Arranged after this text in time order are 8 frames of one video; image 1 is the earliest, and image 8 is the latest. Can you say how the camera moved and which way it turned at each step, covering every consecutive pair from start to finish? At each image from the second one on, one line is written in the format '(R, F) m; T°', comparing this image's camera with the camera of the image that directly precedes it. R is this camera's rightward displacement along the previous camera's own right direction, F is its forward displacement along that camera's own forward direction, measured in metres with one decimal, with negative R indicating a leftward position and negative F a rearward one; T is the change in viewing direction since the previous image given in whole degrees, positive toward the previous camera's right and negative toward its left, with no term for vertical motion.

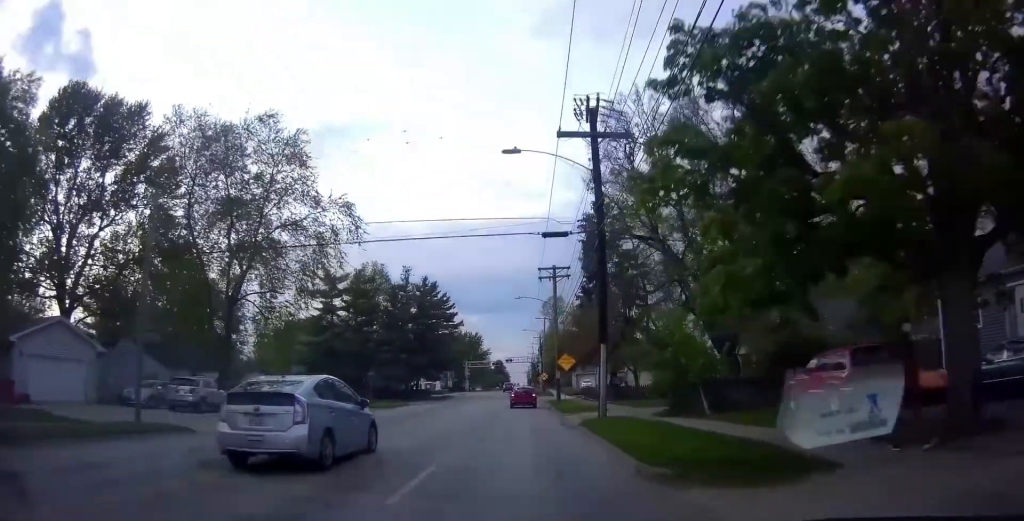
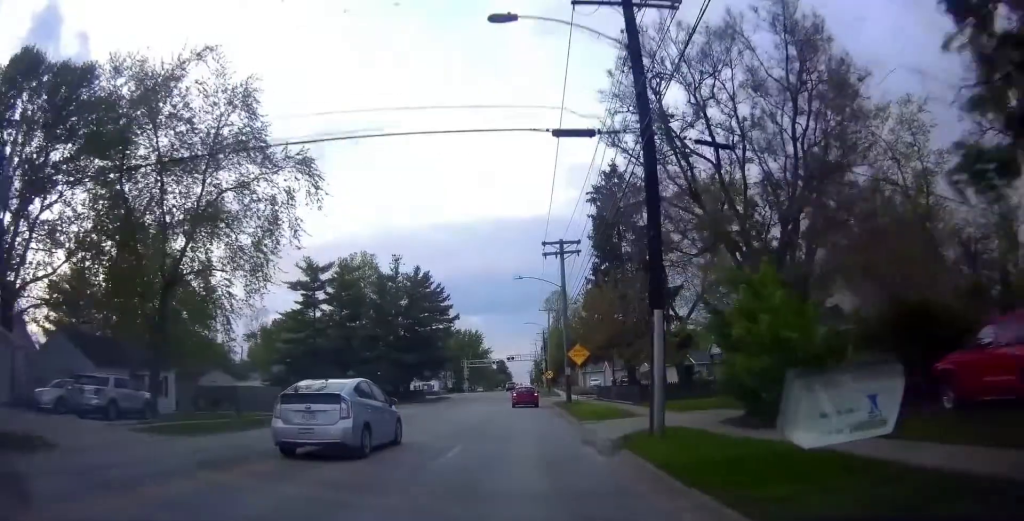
(+0.4, +7.5) m; +1°
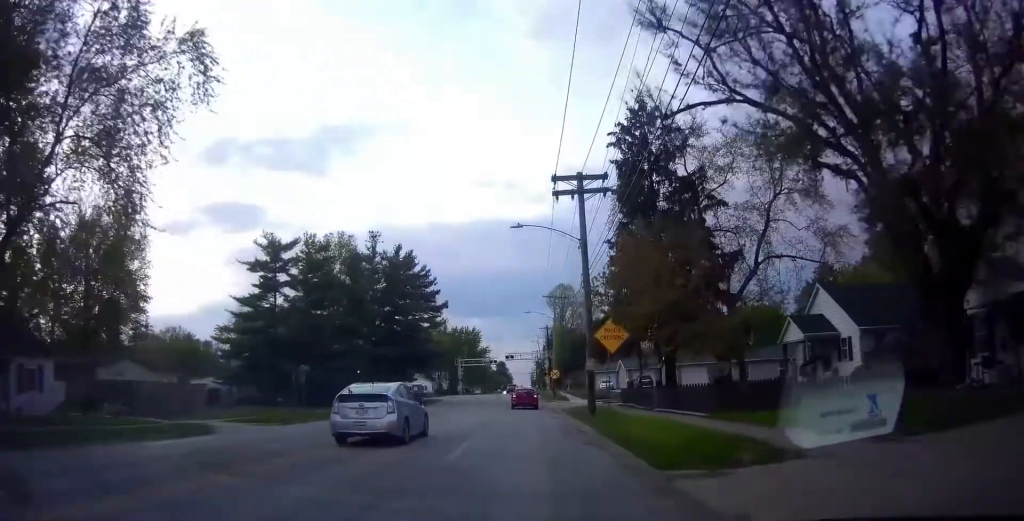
(+0.2, +12.2) m; 0°
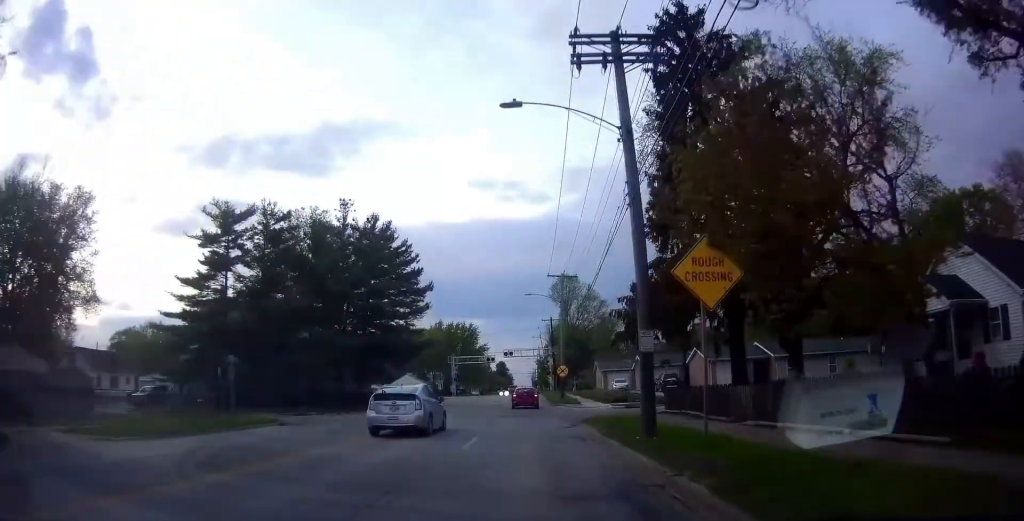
(-0.2, +11.2) m; -1°
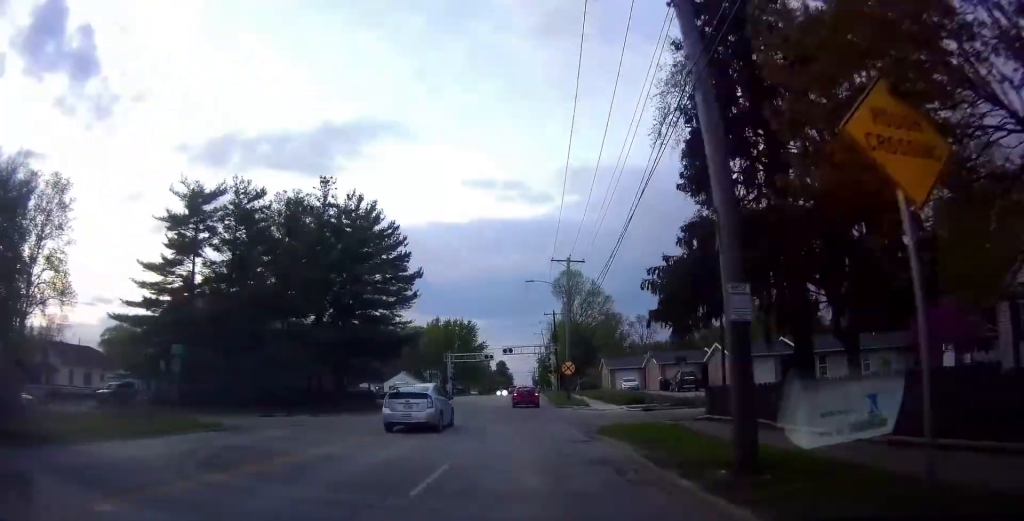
(0.0, +5.6) m; 0°
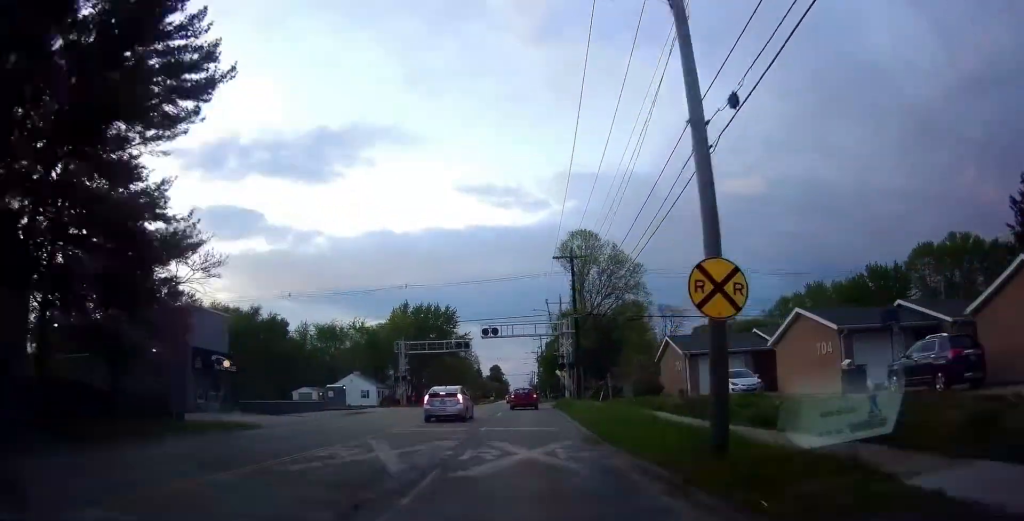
(0.0, +34.2) m; 0°
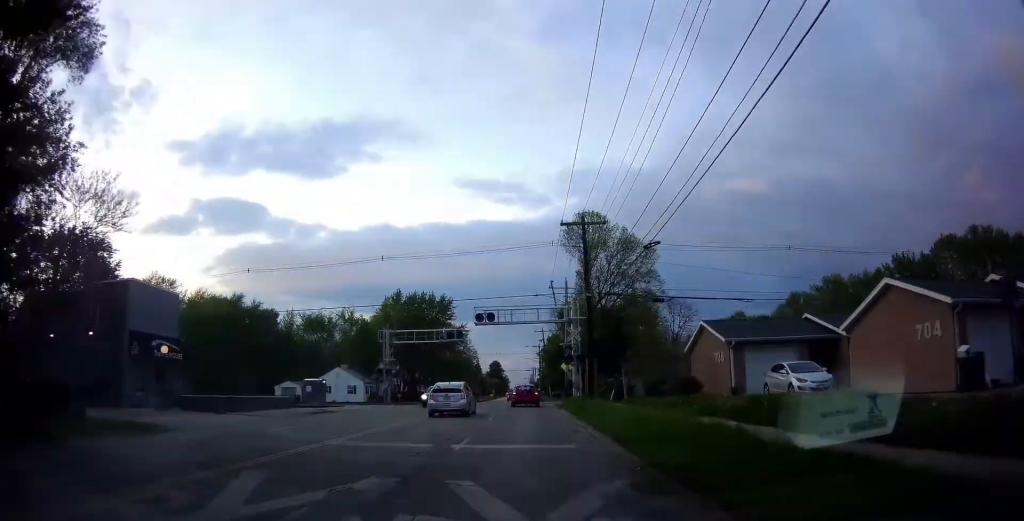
(0.0, +7.4) m; 0°
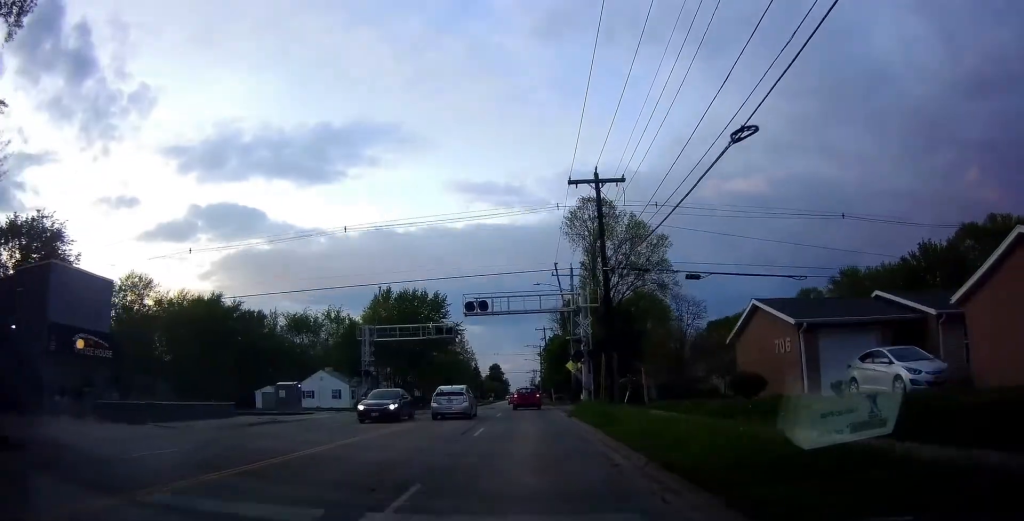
(0.0, +6.9) m; 0°
